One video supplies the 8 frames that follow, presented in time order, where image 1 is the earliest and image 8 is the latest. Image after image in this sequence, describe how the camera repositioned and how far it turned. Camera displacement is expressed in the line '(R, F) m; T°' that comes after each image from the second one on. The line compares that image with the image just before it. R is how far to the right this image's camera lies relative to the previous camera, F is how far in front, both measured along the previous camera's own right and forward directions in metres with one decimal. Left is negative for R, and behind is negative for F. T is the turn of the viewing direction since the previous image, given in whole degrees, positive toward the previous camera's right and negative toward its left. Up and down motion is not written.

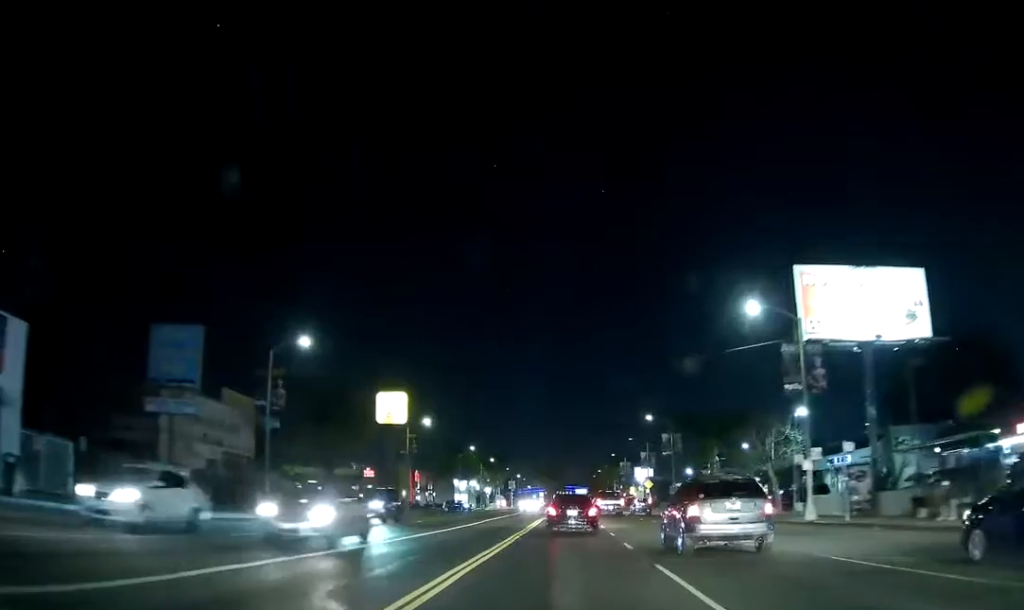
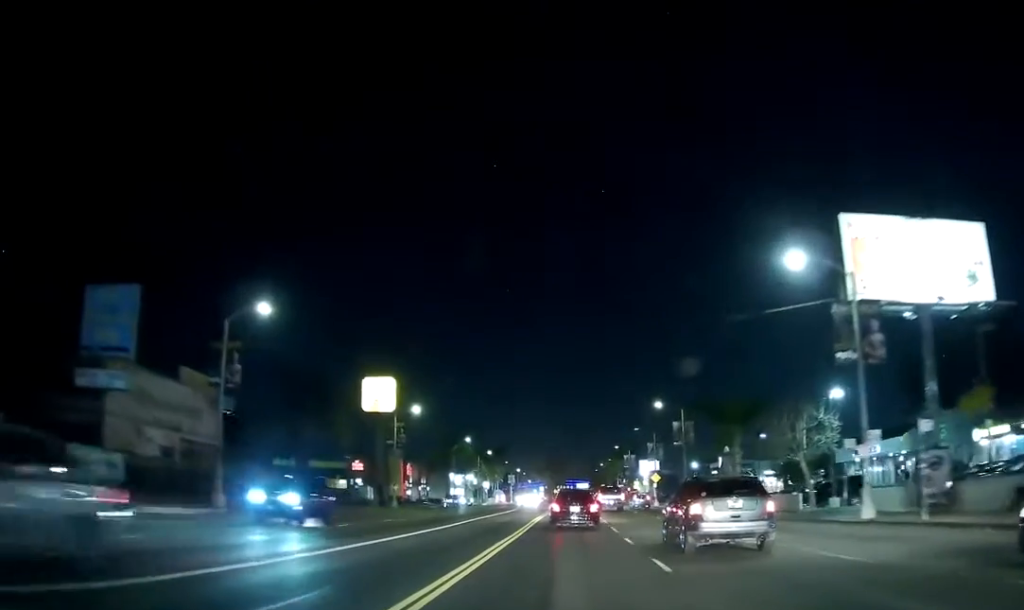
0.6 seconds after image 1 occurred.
(0.0, +6.9) m; 0°
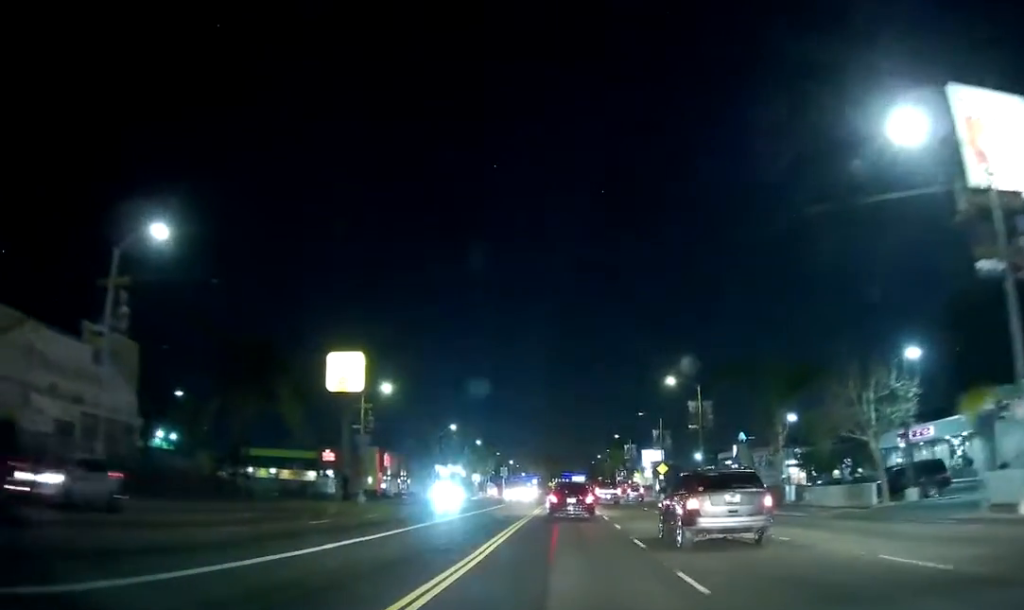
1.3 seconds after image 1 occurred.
(0.0, +10.0) m; 0°
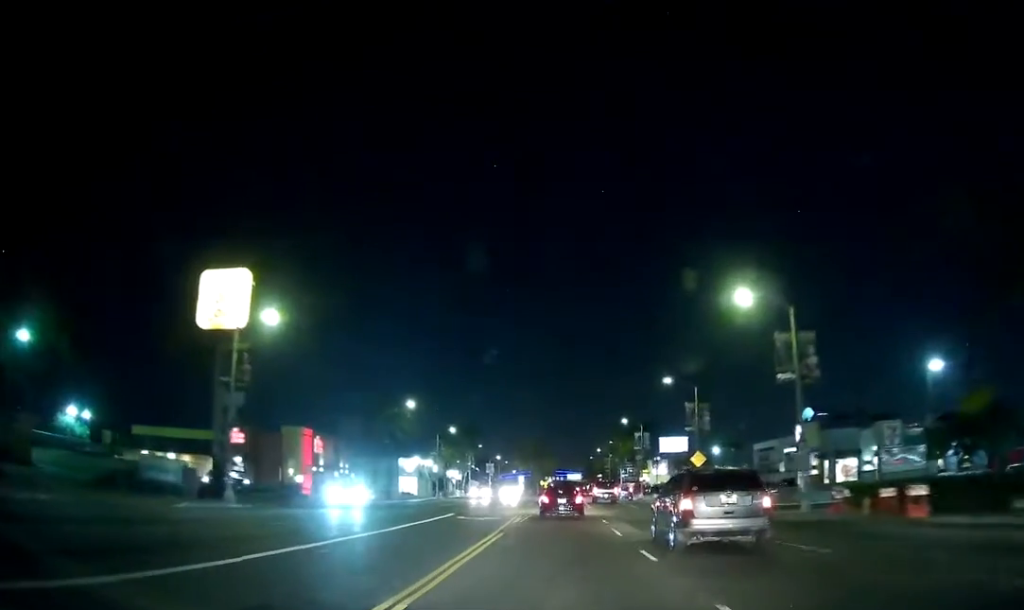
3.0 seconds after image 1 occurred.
(0.0, +24.9) m; +3°
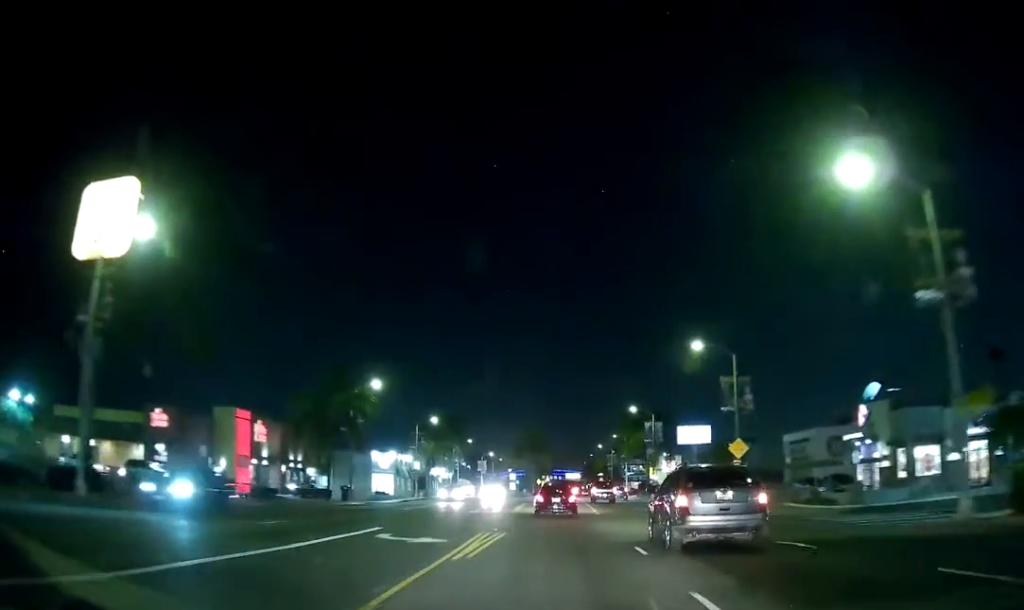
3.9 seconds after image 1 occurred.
(+0.6, +14.0) m; -2°
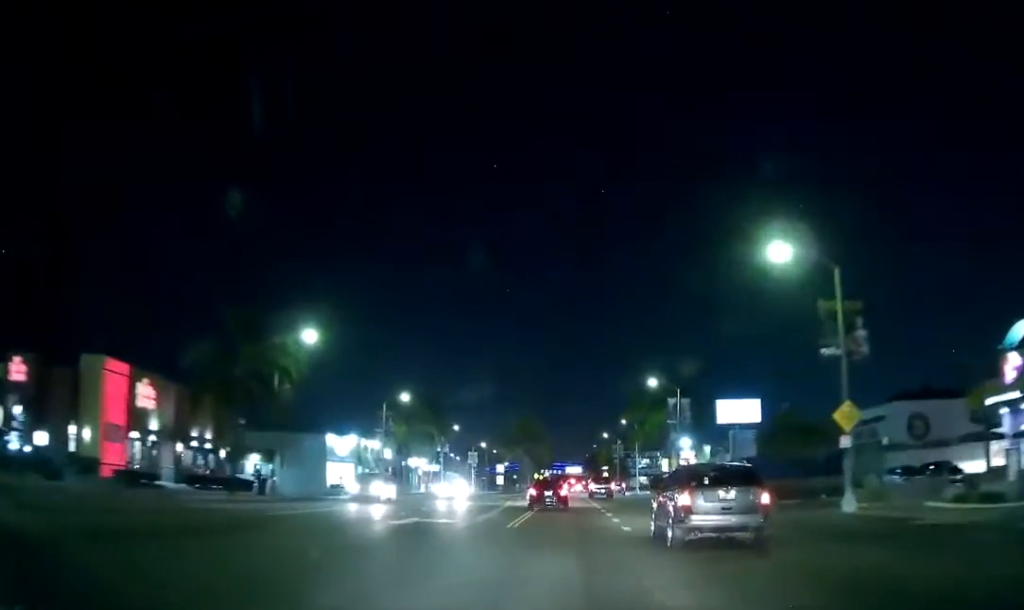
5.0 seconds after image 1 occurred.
(-1.1, +17.4) m; -1°
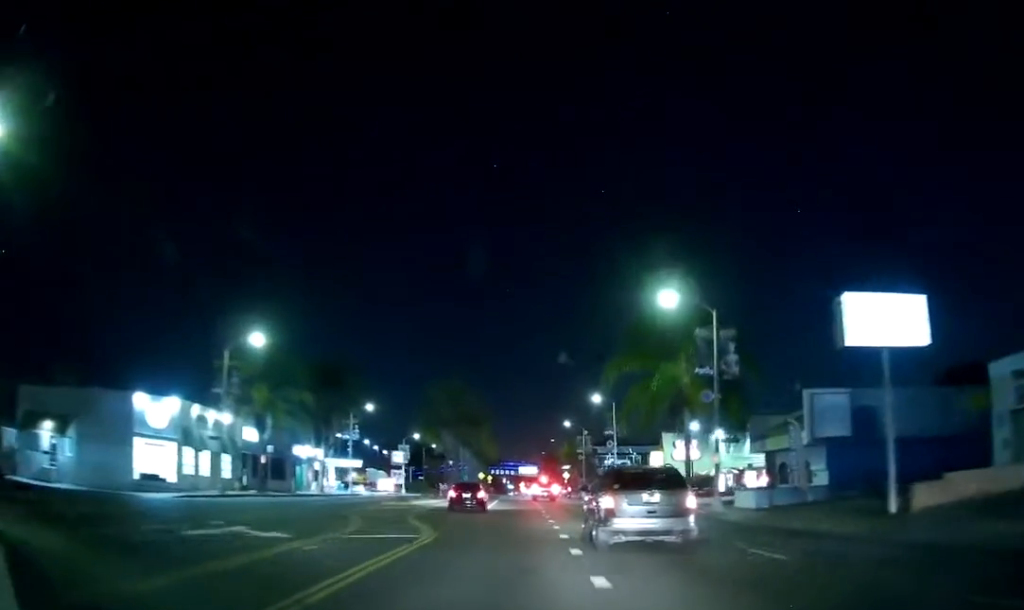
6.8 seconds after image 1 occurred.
(+1.3, +28.6) m; +3°
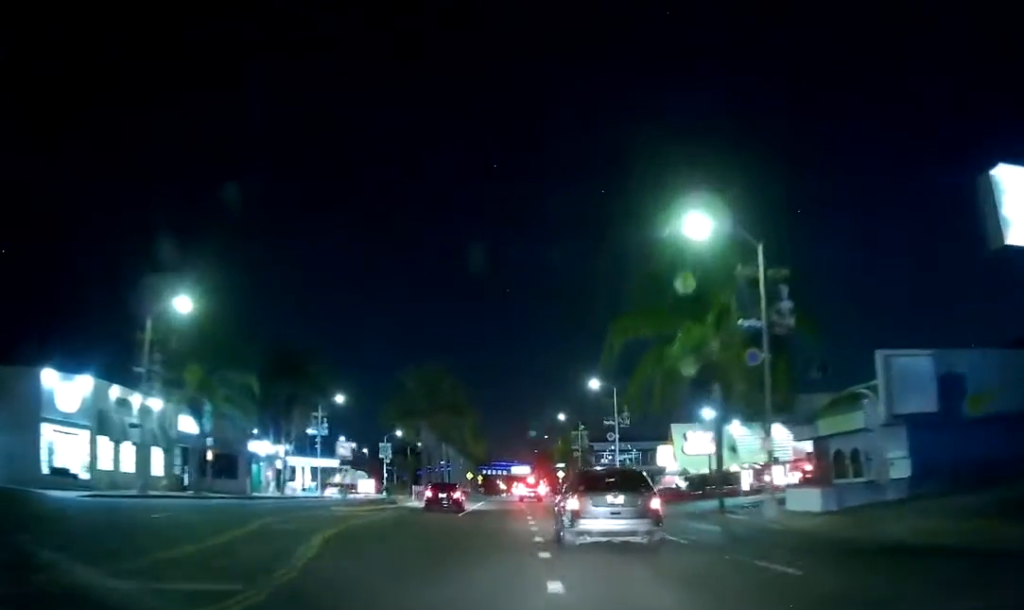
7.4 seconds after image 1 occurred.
(-0.1, +9.7) m; +1°
